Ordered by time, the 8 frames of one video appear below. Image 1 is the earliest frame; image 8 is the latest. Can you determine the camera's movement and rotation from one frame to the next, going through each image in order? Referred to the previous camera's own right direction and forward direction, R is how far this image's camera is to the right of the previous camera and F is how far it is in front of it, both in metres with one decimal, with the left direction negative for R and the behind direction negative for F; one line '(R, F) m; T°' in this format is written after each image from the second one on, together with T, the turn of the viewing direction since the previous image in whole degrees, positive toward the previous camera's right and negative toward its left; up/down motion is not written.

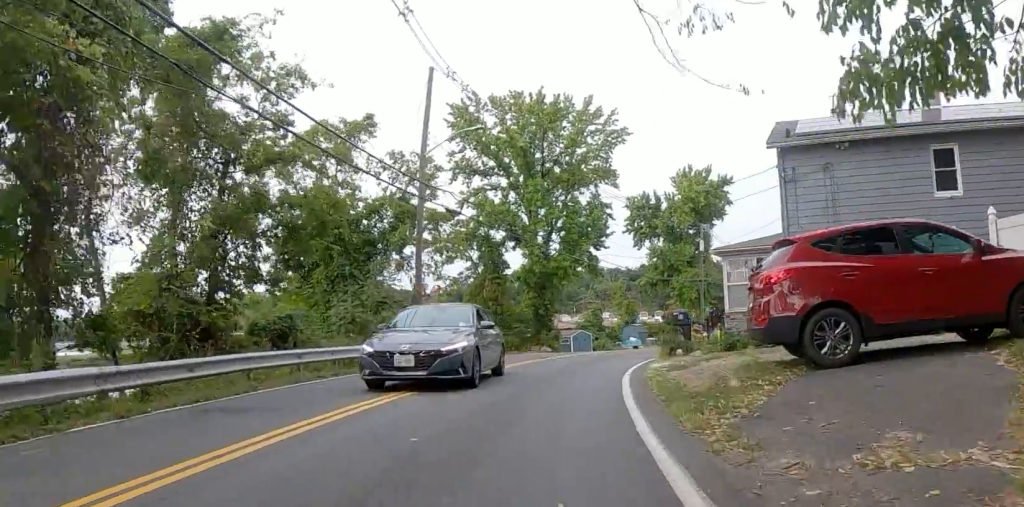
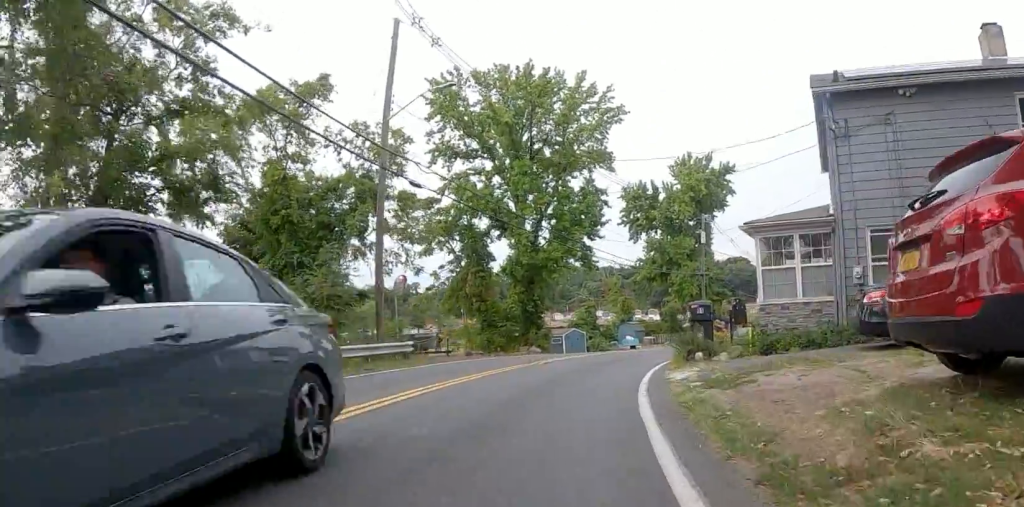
(0.0, +3.9) m; 0°
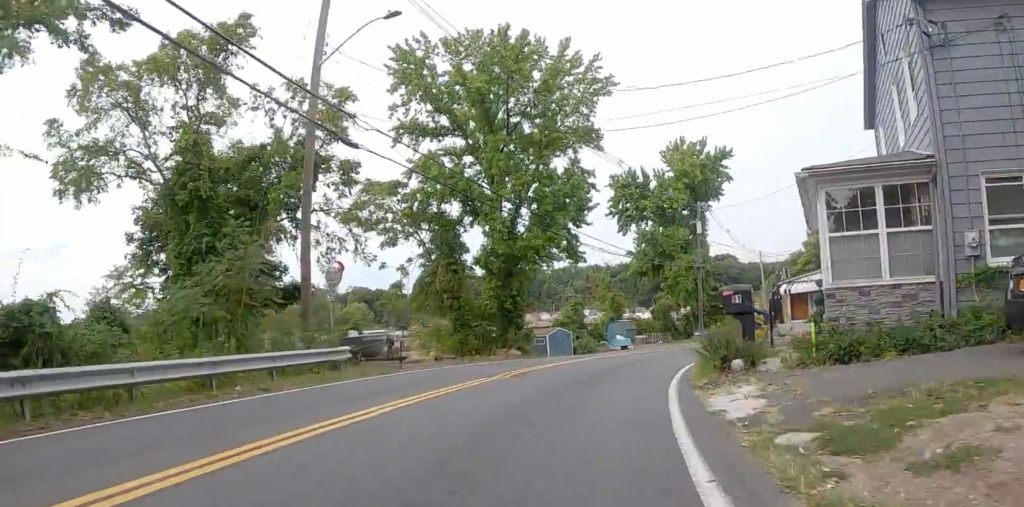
(0.0, +4.5) m; 0°
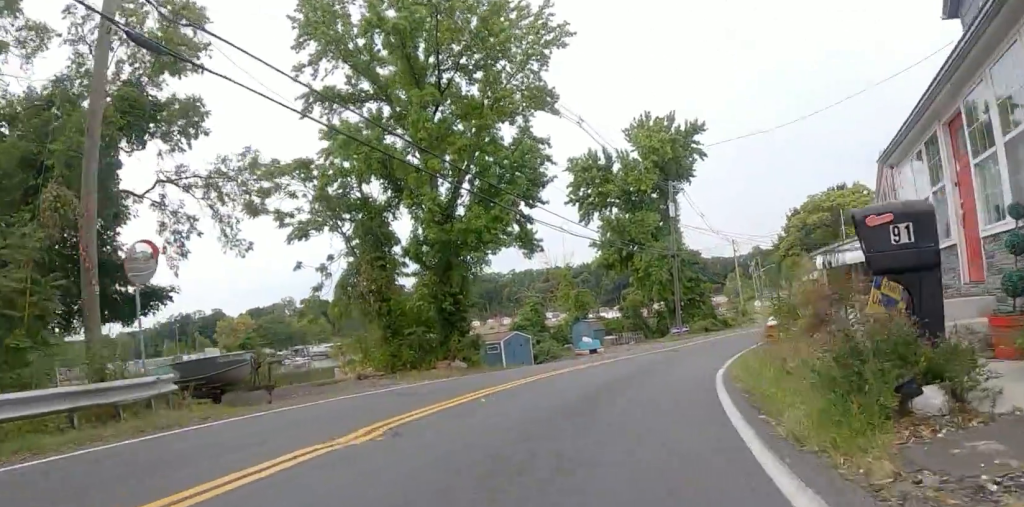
(0.0, +6.3) m; +4°
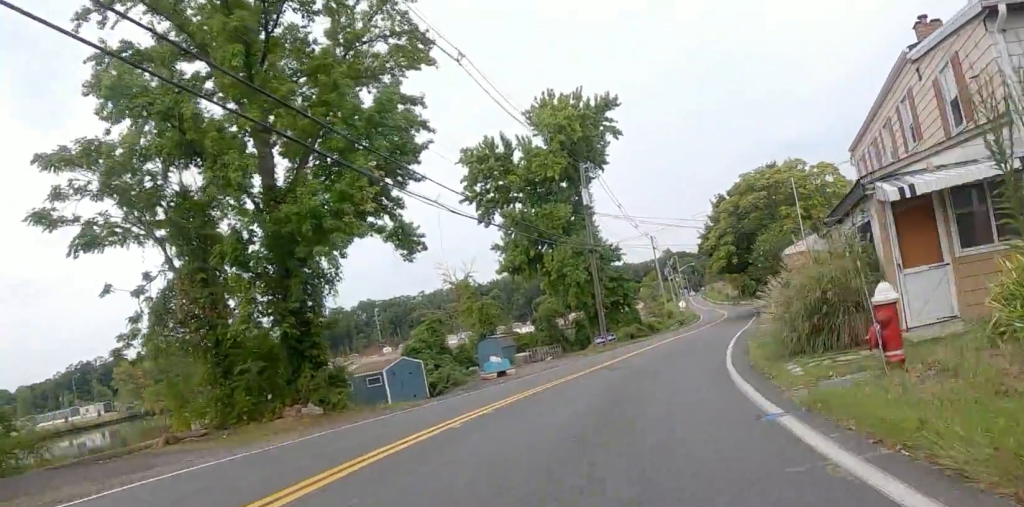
(+0.3, +7.3) m; +10°
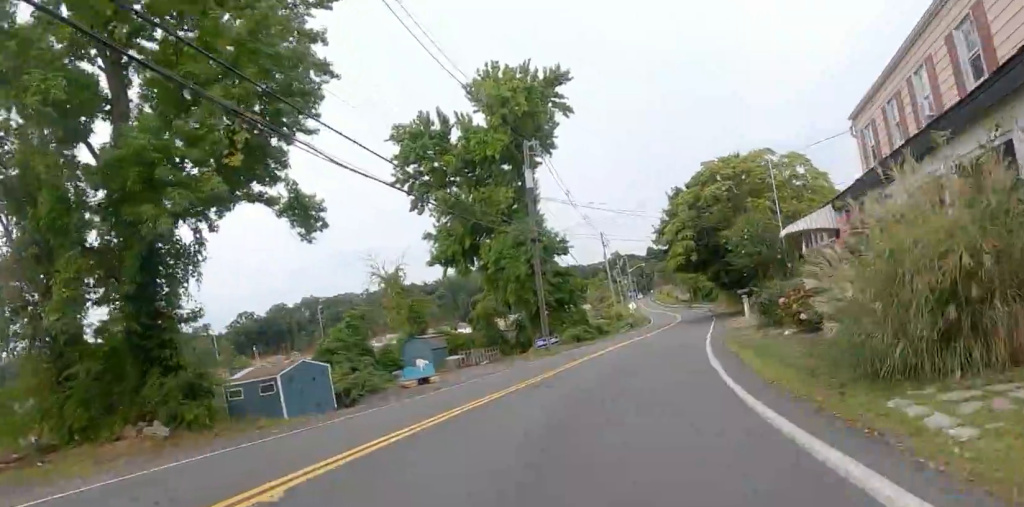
(+0.6, +4.6) m; +7°
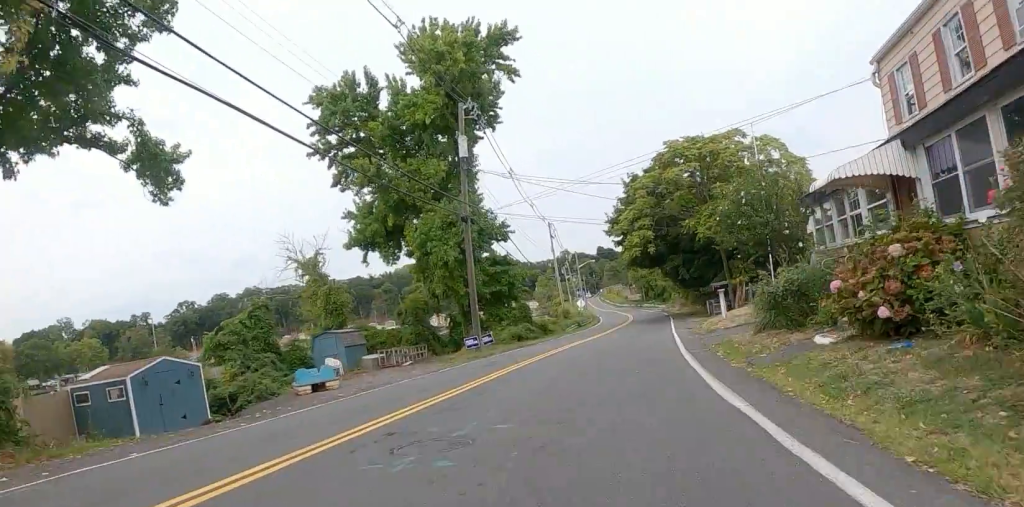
(+0.2, +4.8) m; +3°
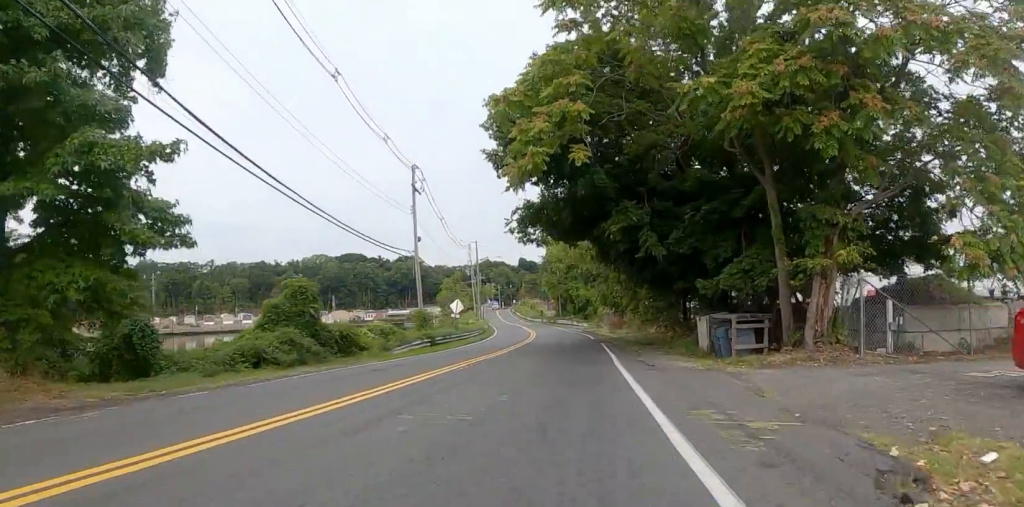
(+2.0, +23.8) m; +7°
